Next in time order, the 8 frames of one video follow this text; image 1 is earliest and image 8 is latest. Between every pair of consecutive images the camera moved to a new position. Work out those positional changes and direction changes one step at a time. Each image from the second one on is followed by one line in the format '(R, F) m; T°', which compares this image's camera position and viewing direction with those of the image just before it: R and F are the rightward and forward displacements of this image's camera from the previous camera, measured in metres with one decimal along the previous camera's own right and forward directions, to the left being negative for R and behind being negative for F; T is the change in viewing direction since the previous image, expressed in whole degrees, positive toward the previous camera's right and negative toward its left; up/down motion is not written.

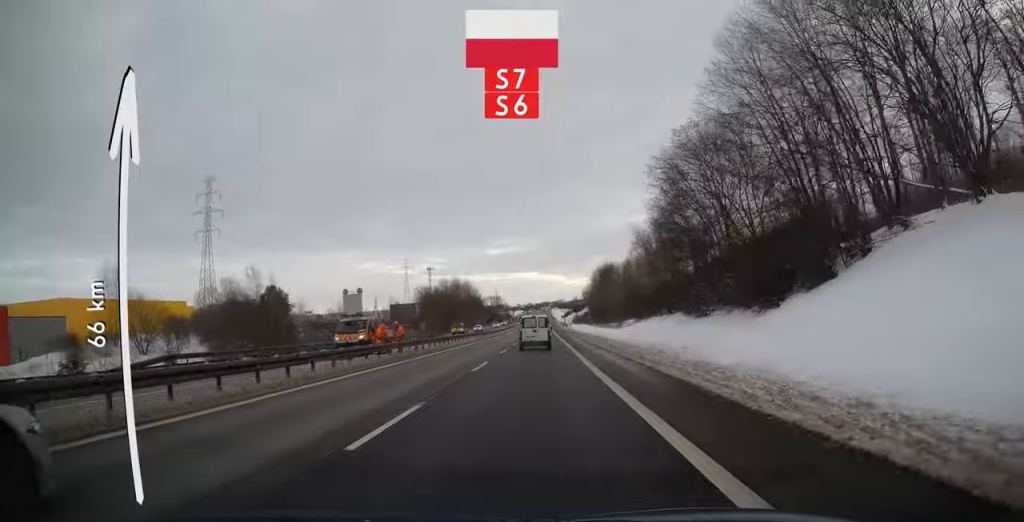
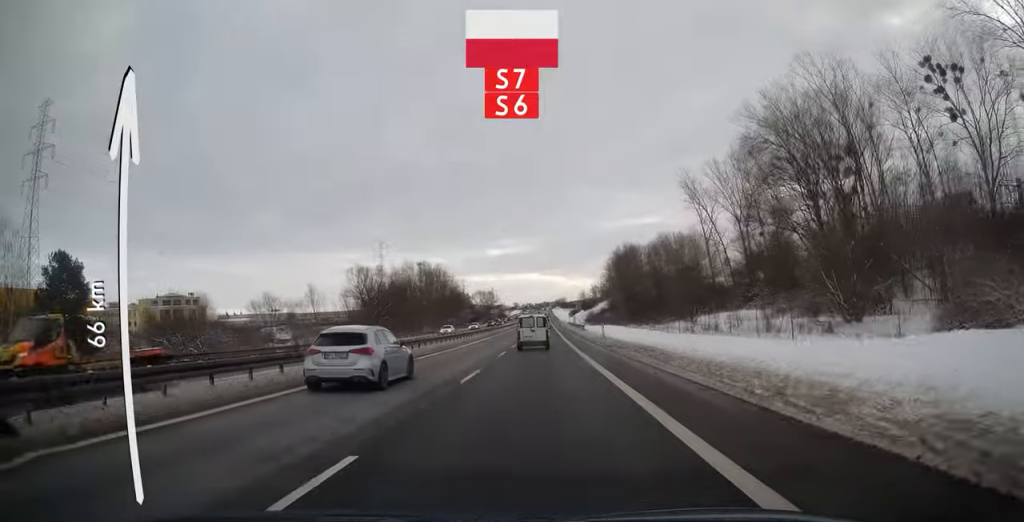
(0.0, +52.3) m; 0°
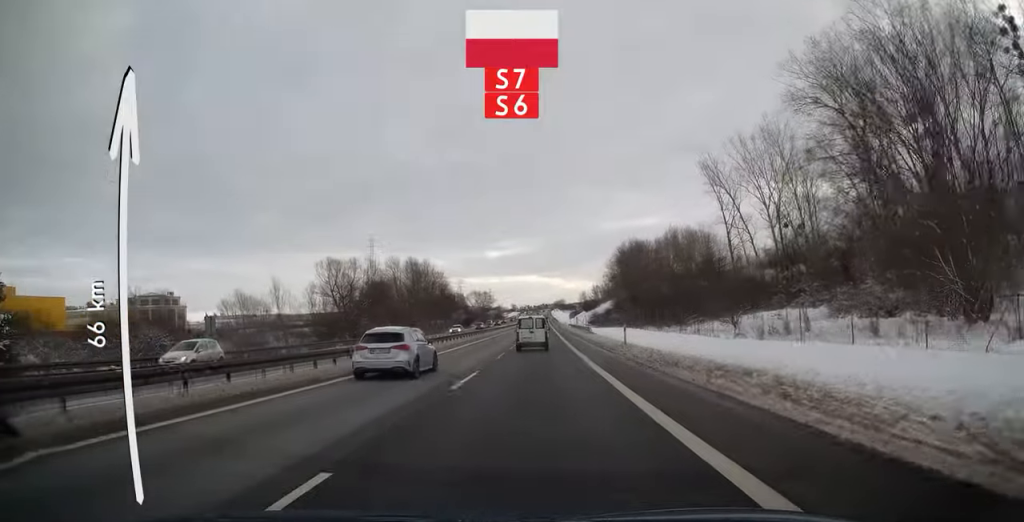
(0.0, +13.1) m; 0°
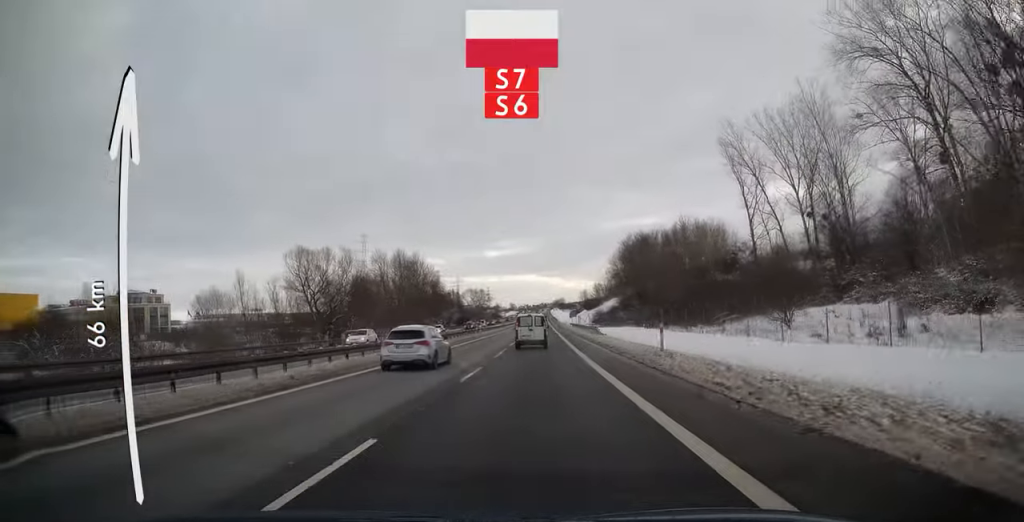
(0.0, +10.4) m; 0°
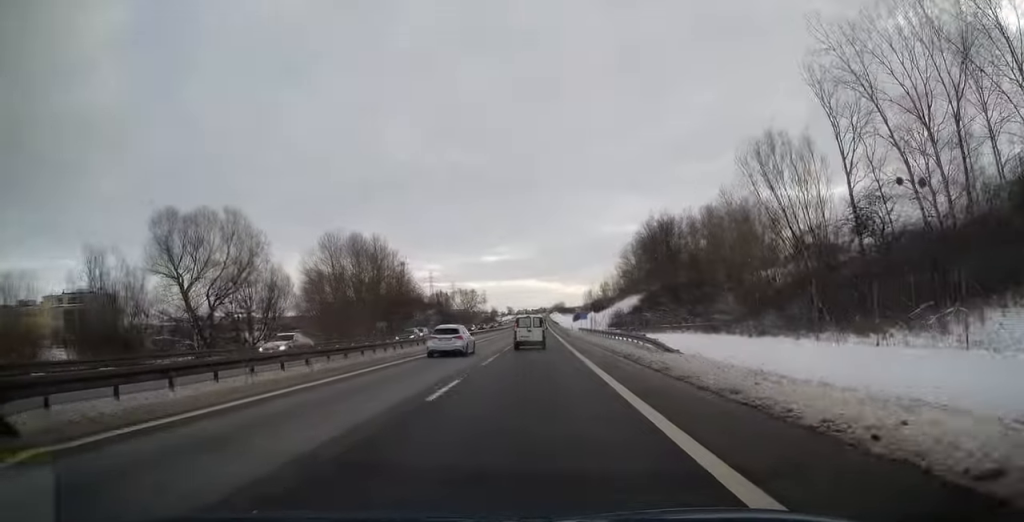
(+0.1, +28.1) m; 0°
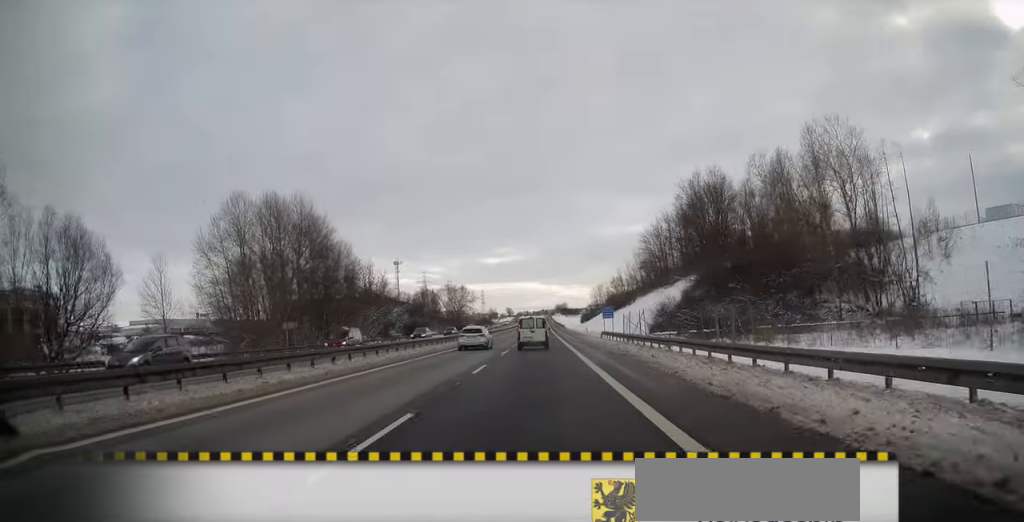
(+0.1, +30.1) m; 0°
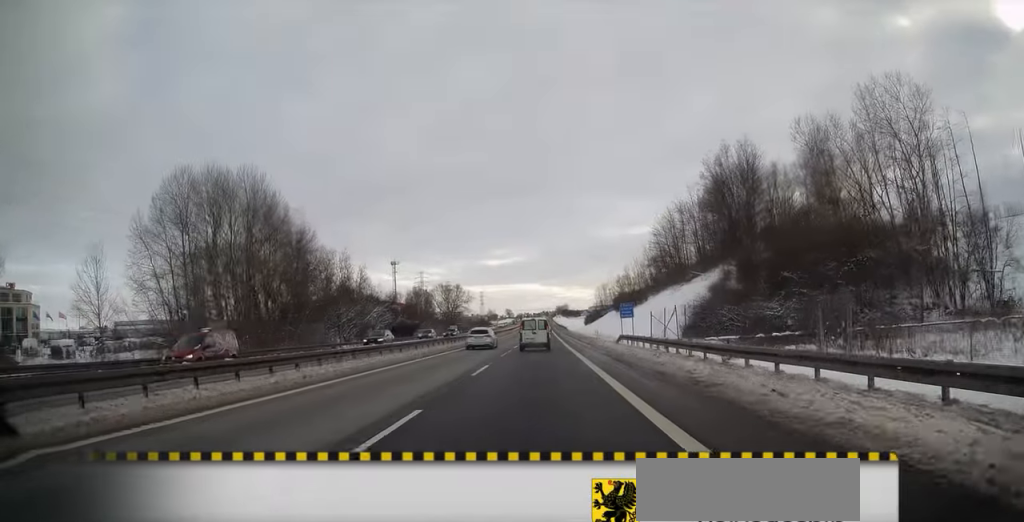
(0.0, +11.5) m; 0°
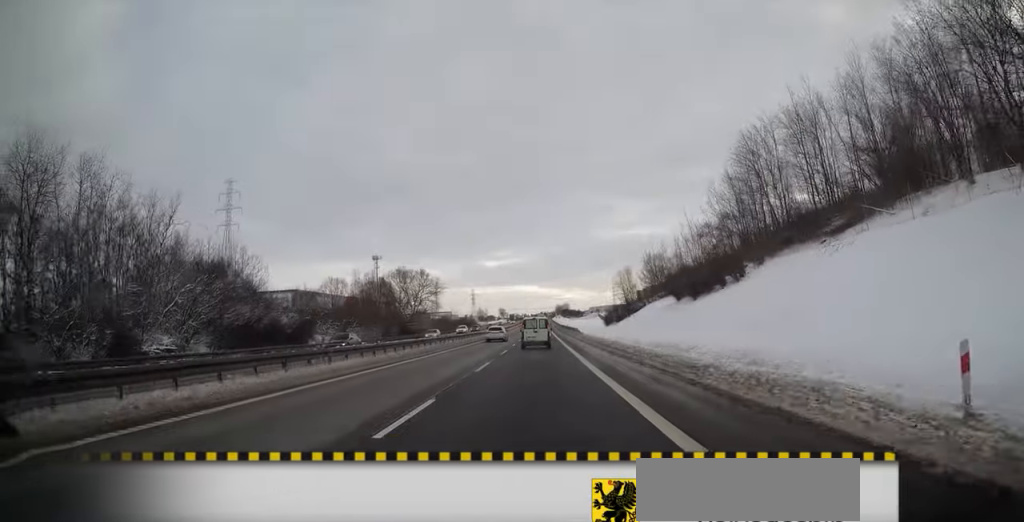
(+0.1, +47.0) m; 0°
